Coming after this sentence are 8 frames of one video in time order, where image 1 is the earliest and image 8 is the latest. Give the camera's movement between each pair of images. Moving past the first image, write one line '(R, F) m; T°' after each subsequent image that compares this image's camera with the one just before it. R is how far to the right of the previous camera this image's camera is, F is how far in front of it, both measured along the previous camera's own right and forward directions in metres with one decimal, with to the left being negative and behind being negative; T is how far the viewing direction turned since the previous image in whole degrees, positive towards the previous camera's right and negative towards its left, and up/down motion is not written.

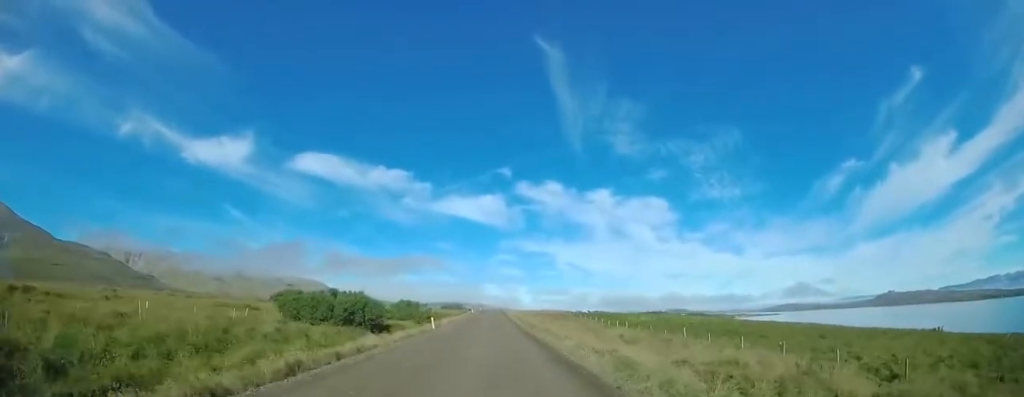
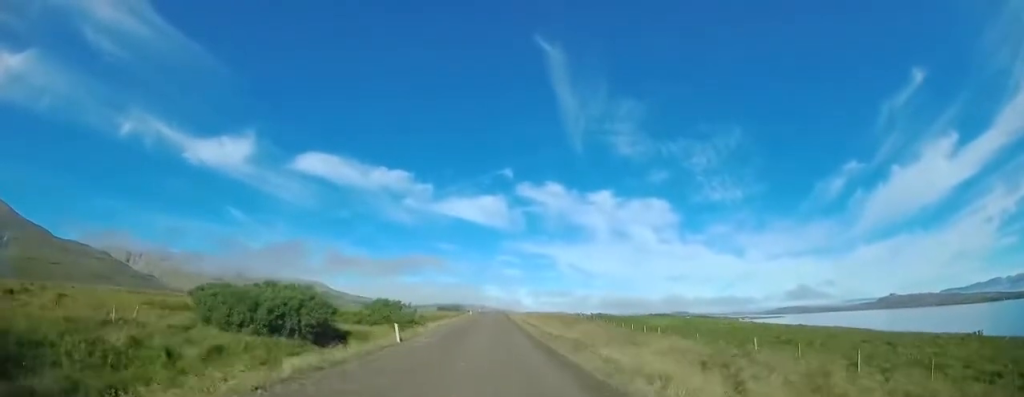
(-0.2, +9.9) m; +1°
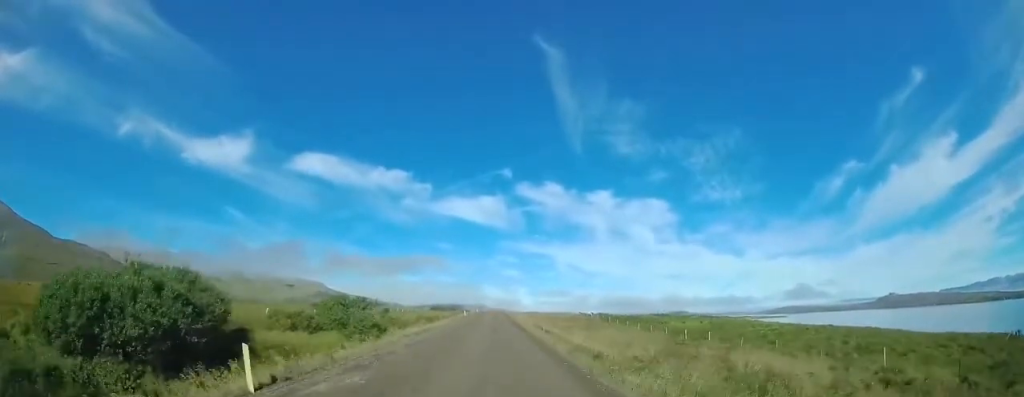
(+0.3, +10.3) m; +2°
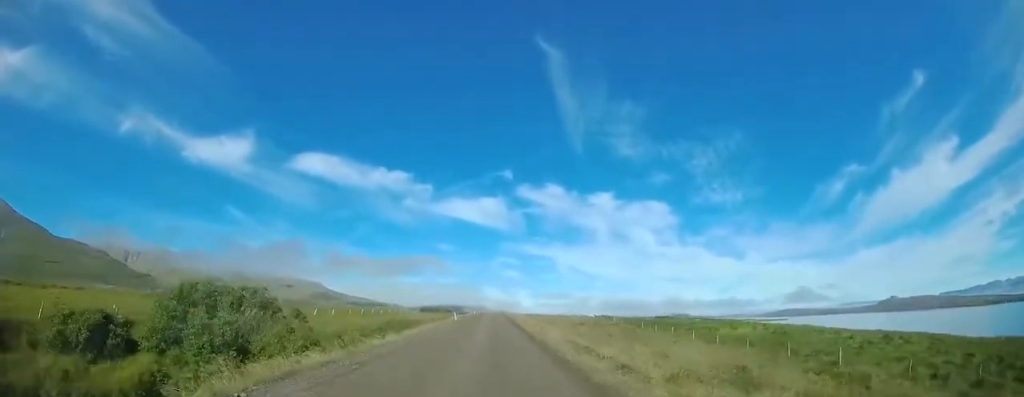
(+0.2, +13.6) m; 0°
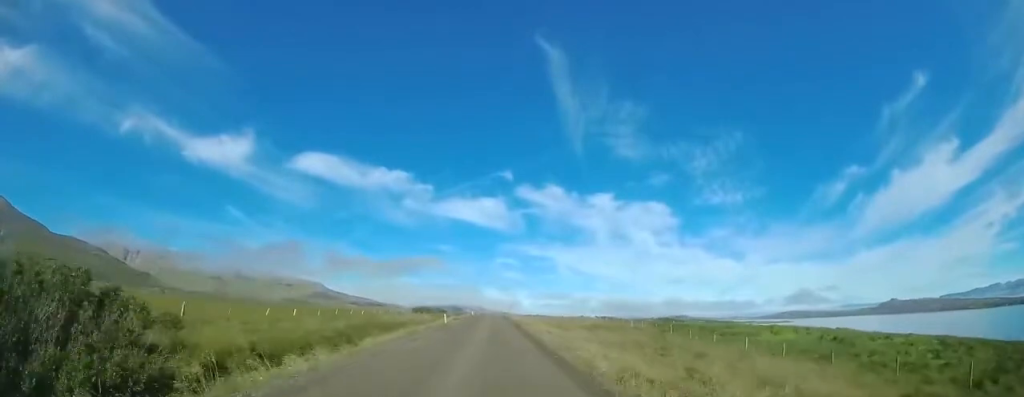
(-0.1, +8.1) m; 0°
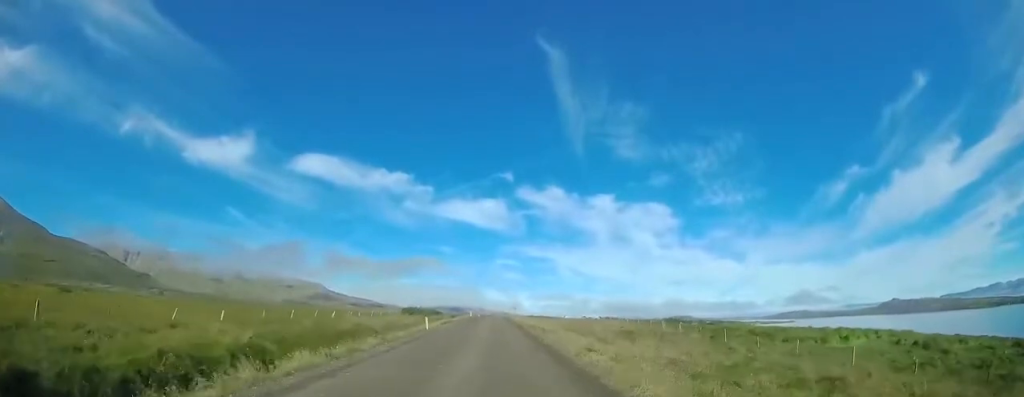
(-0.1, +9.8) m; 0°
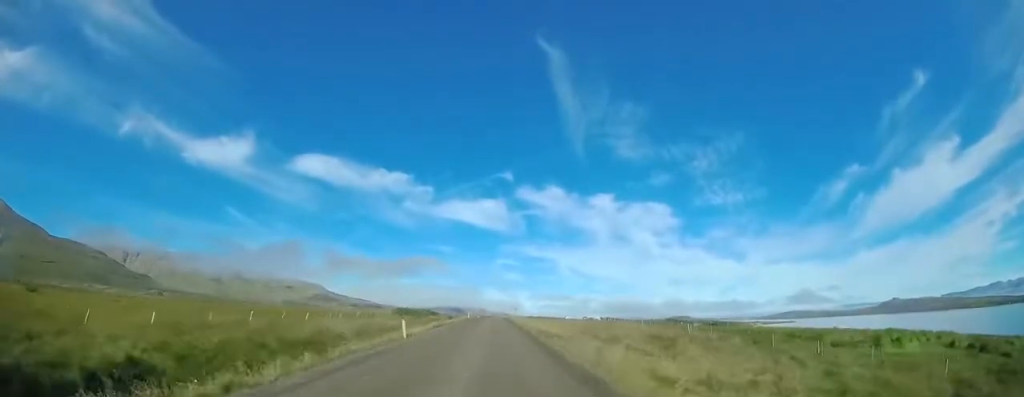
(+0.1, +5.9) m; 0°
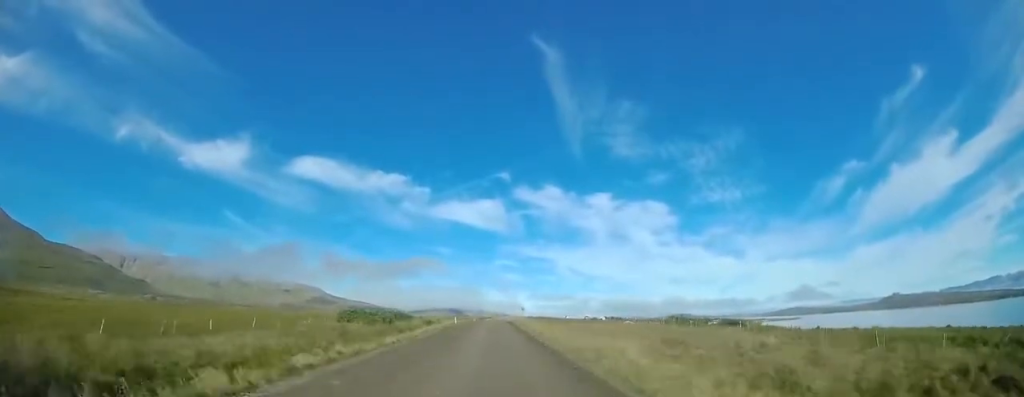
(0.0, +21.5) m; -1°
